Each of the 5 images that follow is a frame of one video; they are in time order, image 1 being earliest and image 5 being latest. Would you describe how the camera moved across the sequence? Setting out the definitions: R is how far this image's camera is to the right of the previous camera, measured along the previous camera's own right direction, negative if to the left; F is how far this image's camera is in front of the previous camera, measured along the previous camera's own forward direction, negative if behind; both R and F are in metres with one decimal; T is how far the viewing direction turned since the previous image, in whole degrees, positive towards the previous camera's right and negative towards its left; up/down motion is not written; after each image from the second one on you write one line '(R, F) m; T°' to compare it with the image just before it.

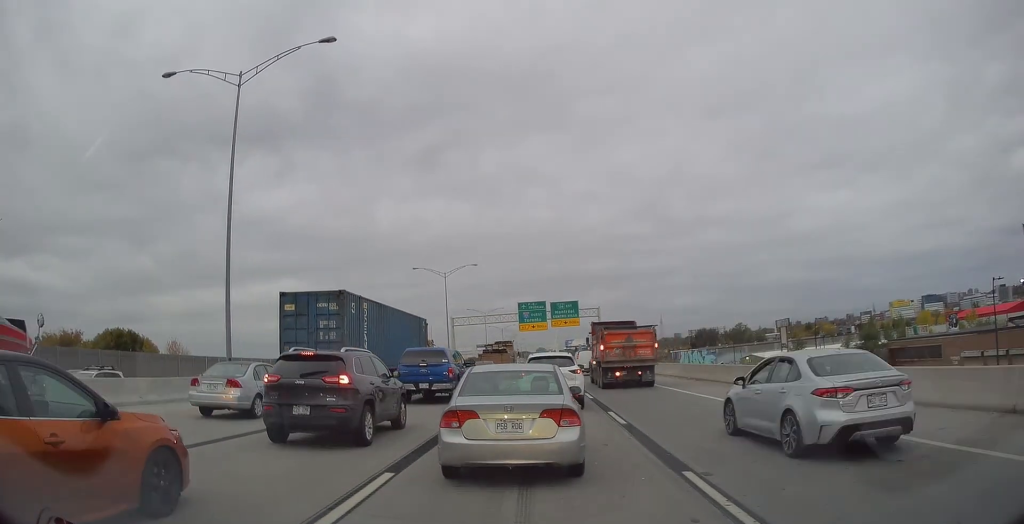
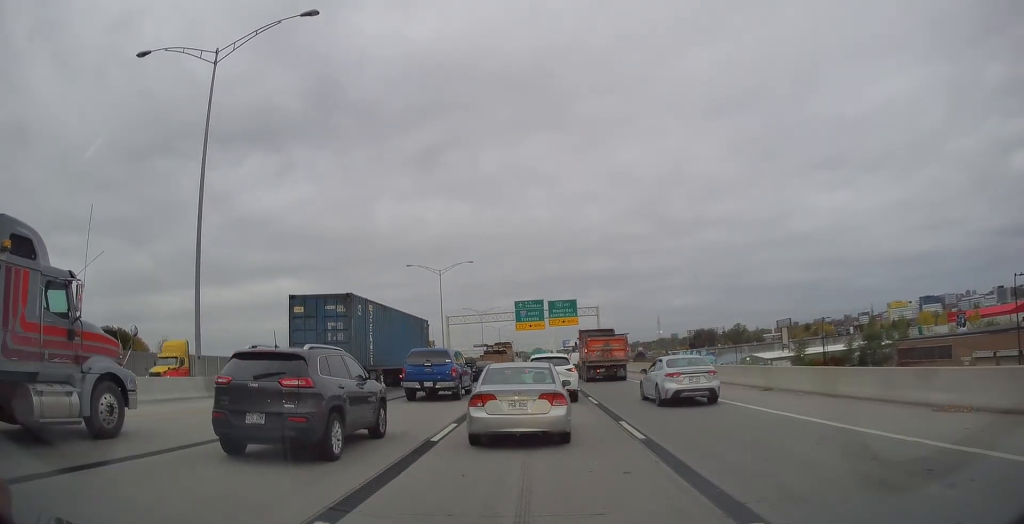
(0.0, +4.4) m; 0°
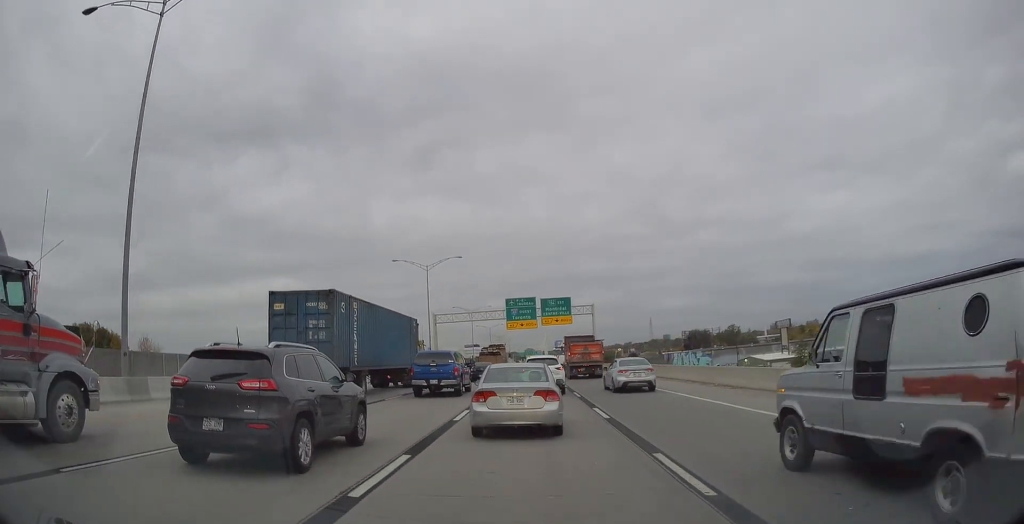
(0.0, +5.7) m; 0°
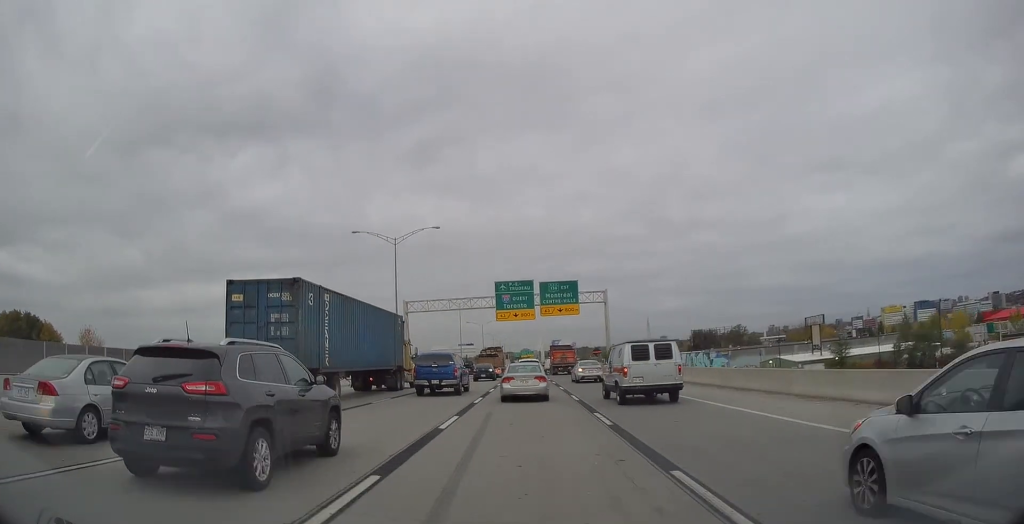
(0.0, +23.2) m; 0°
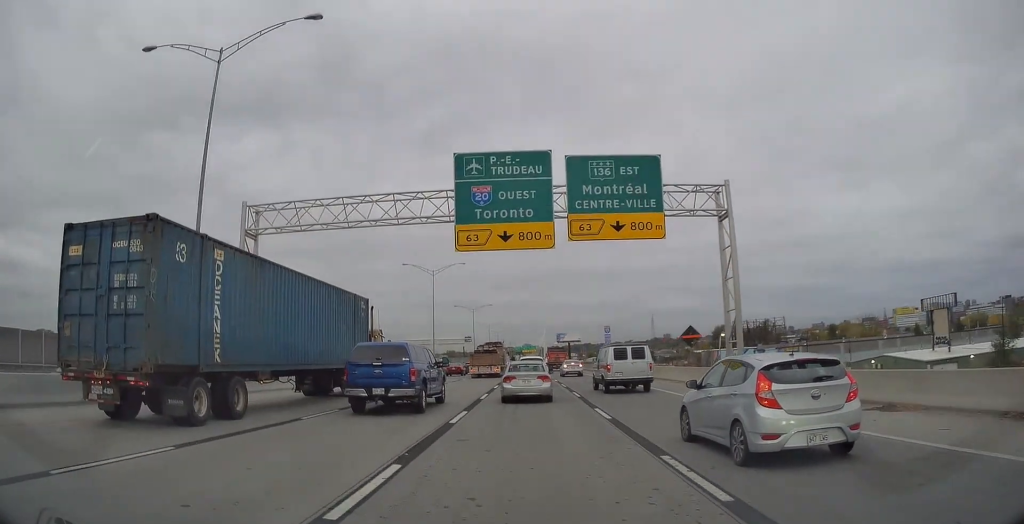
(-0.6, +40.8) m; 0°
